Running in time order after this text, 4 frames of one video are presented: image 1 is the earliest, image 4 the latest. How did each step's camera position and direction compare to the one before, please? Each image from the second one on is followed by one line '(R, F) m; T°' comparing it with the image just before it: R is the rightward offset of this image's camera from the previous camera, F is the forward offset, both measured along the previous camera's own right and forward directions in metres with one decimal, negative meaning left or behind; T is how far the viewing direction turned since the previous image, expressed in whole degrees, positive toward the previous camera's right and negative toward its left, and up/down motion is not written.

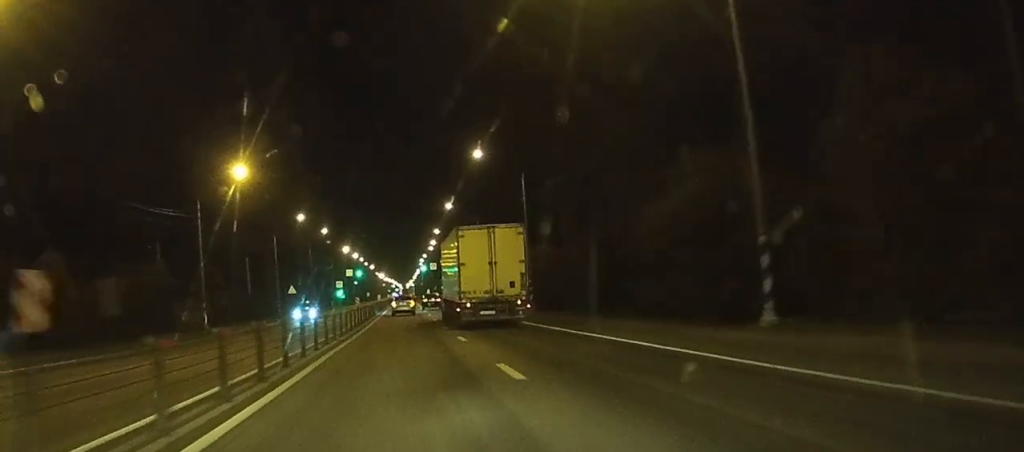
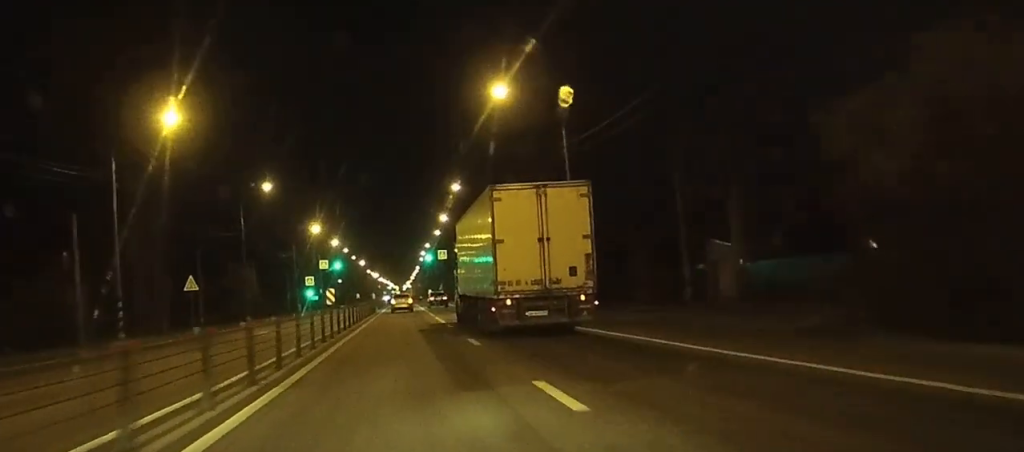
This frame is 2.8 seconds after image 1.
(+0.7, +52.3) m; +1°
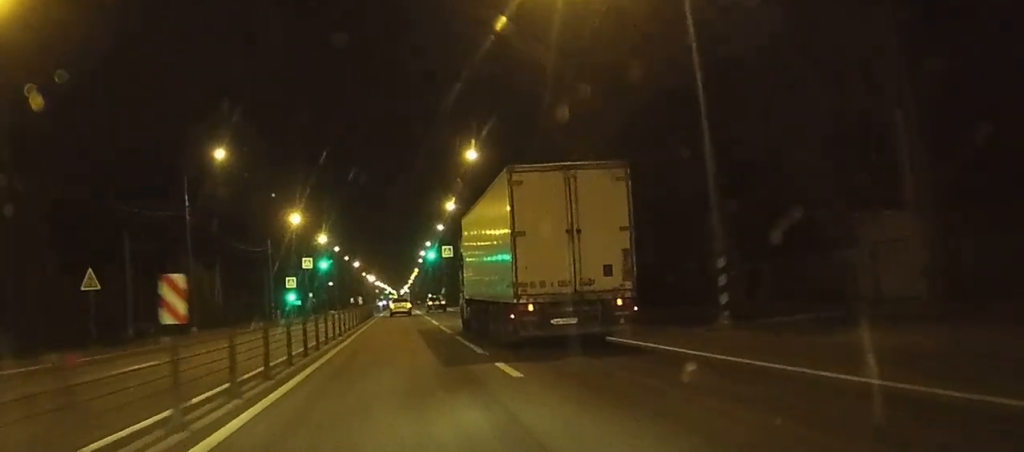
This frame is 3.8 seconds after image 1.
(0.0, +19.5) m; 0°
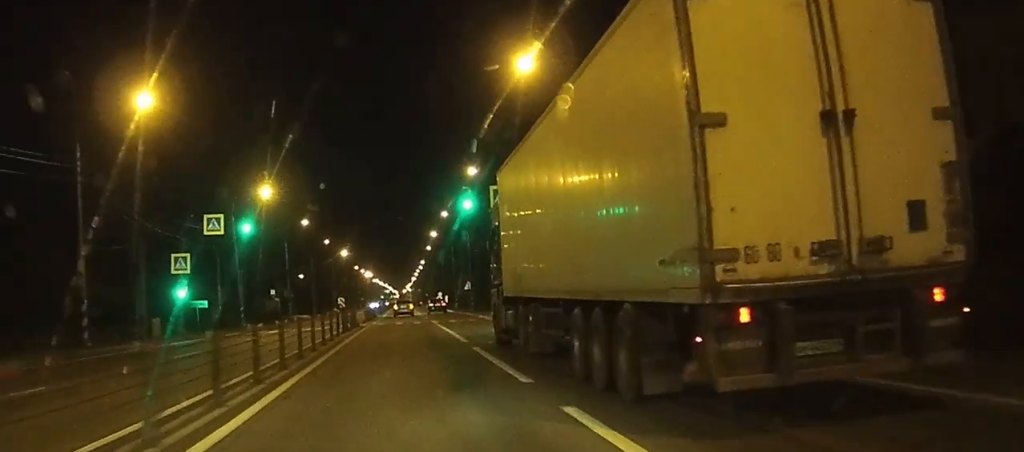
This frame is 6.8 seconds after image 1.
(0.0, +55.7) m; 0°
